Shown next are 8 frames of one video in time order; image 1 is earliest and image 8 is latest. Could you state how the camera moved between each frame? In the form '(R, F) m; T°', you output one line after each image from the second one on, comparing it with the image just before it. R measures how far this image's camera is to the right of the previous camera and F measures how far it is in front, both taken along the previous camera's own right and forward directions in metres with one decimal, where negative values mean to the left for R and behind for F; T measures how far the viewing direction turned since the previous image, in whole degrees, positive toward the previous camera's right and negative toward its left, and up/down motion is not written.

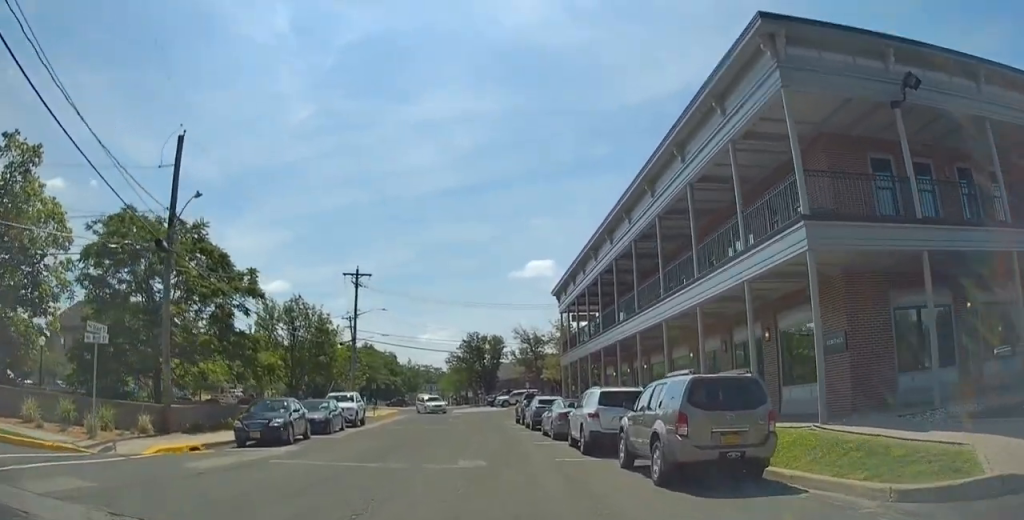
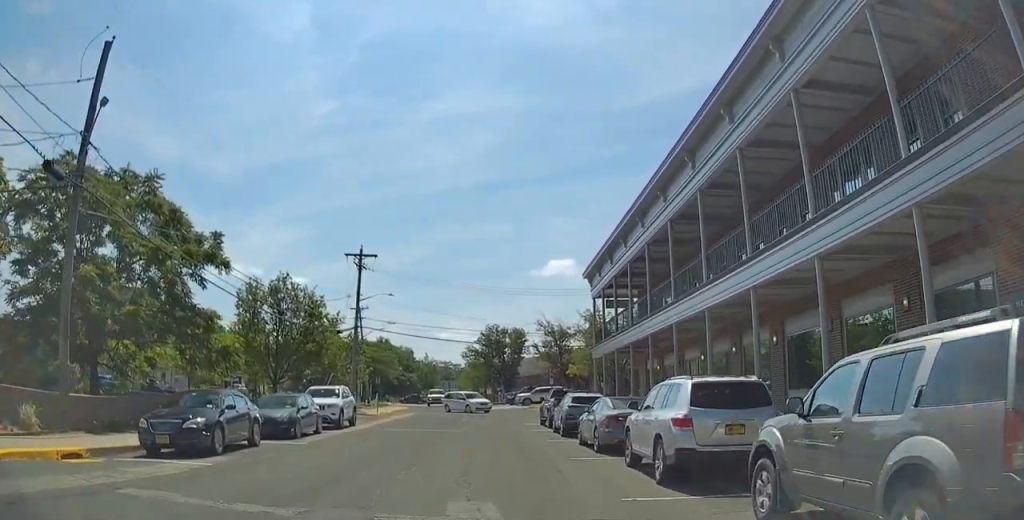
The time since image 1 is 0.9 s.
(-0.2, +6.9) m; -2°
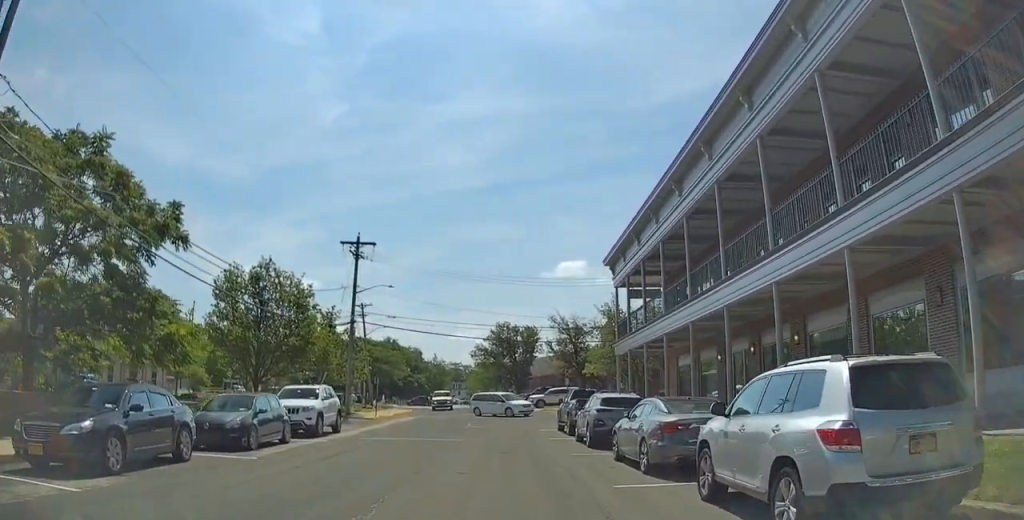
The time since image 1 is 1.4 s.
(-0.3, +4.8) m; -1°
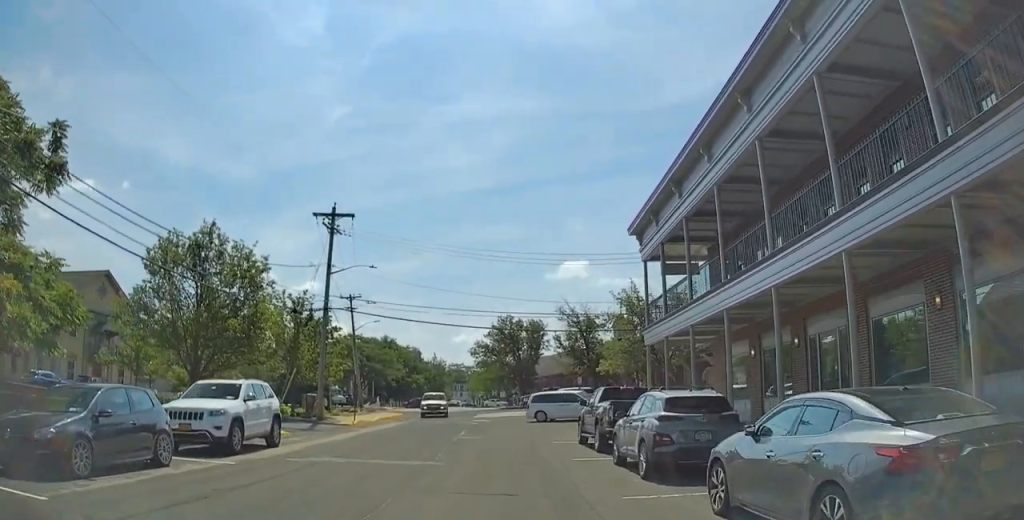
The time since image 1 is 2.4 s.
(+0.4, +7.7) m; +2°
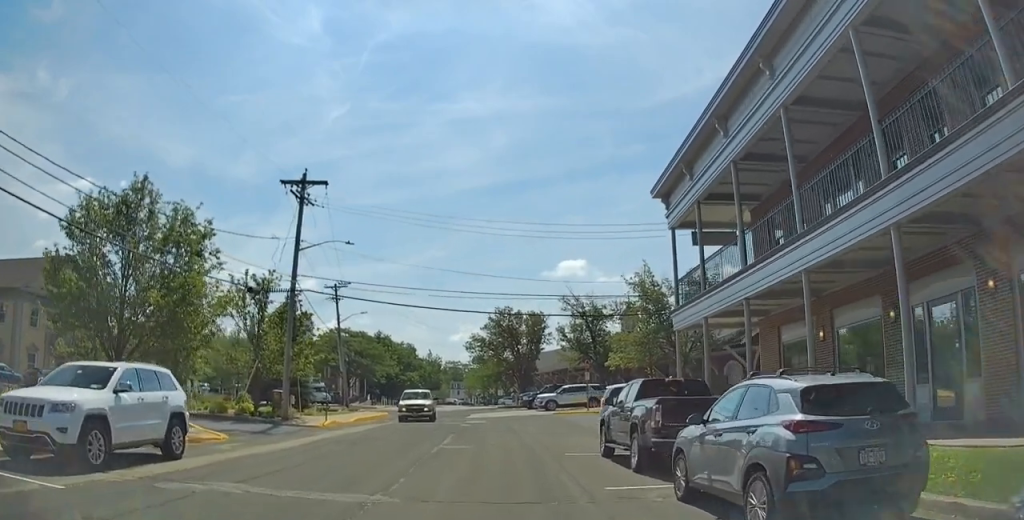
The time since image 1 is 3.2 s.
(-0.1, +5.7) m; +4°
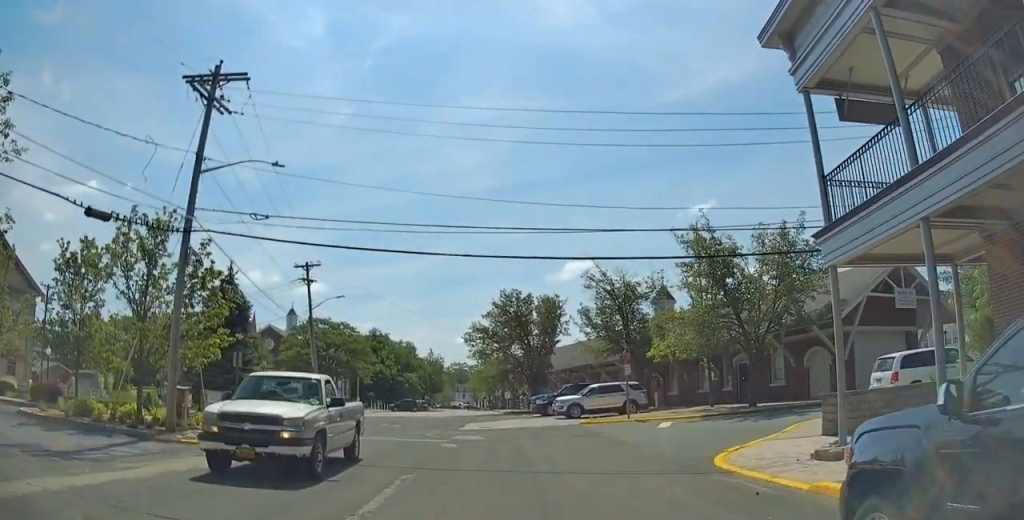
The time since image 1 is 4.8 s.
(+0.8, +12.3) m; +1°
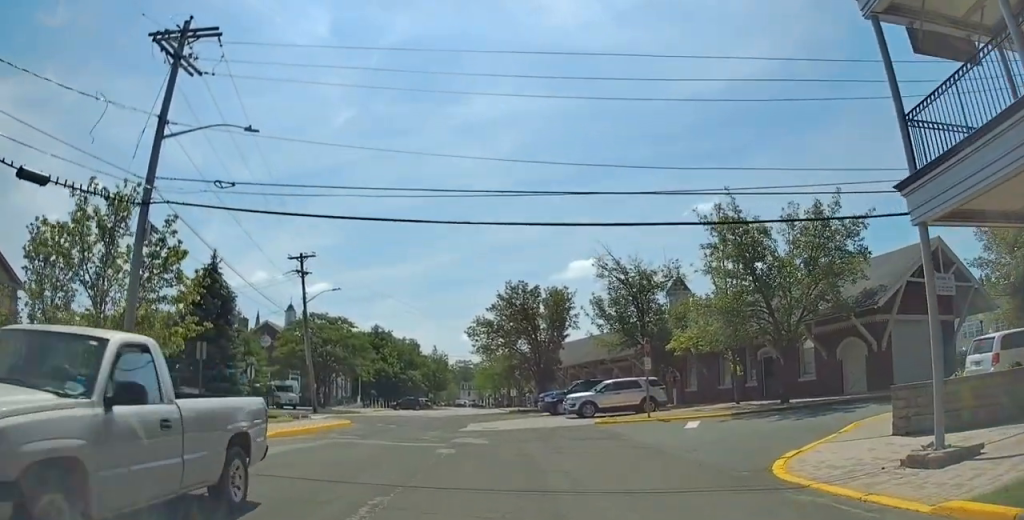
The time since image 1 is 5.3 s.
(-0.1, +3.2) m; -3°
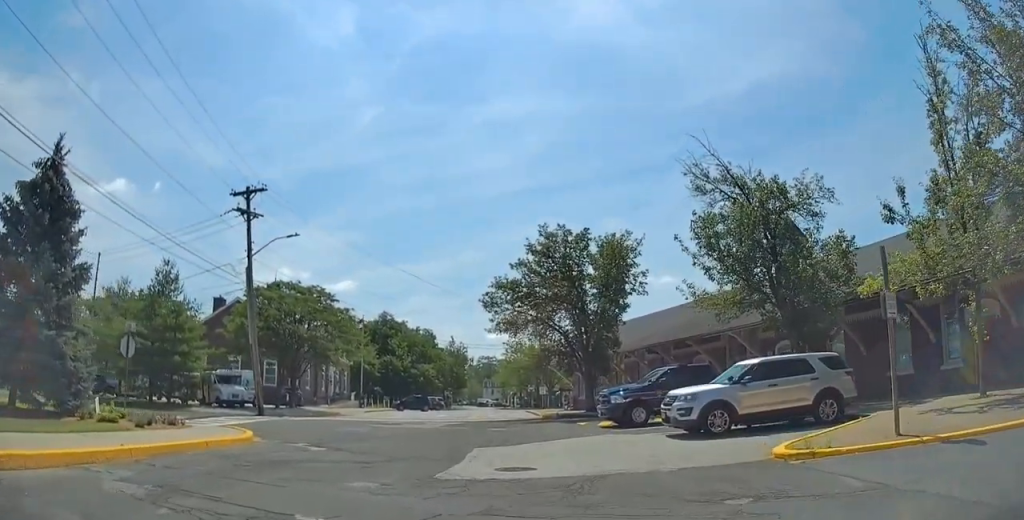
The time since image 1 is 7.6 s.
(-1.0, +16.2) m; -9°
